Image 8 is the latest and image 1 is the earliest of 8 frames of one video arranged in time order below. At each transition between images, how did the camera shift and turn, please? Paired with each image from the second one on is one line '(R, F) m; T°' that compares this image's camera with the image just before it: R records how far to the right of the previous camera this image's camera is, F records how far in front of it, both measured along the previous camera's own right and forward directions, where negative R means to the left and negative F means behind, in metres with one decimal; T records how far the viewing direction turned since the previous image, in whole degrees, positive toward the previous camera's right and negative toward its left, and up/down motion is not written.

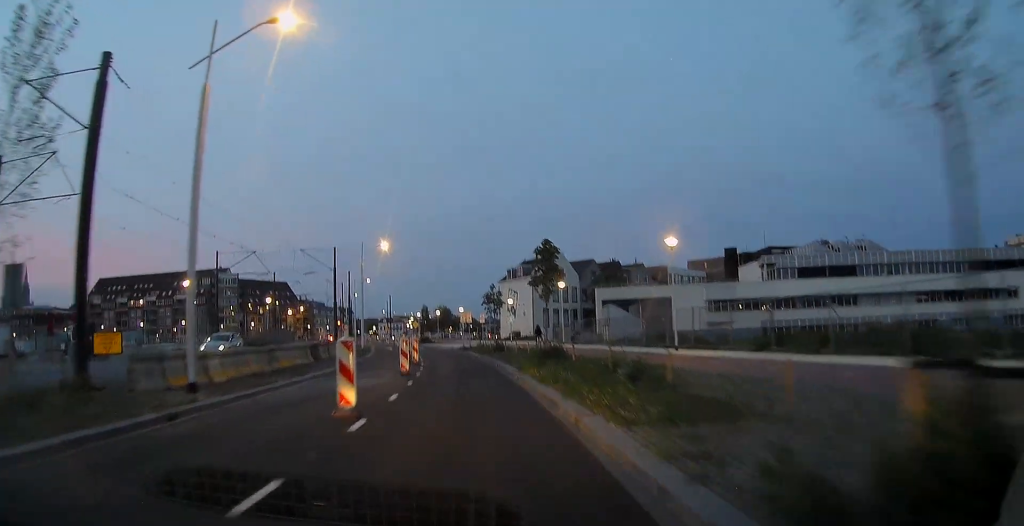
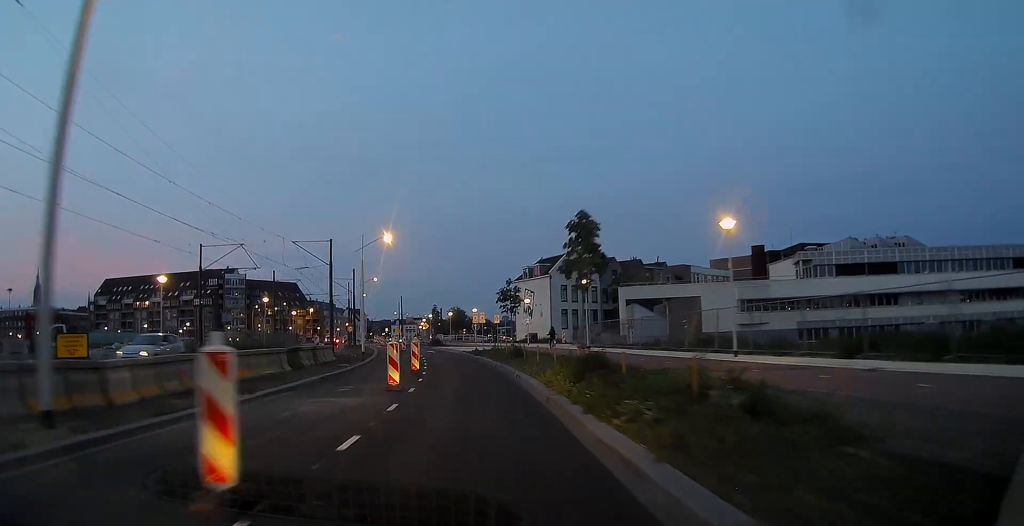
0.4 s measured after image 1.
(+0.1, +5.2) m; 0°
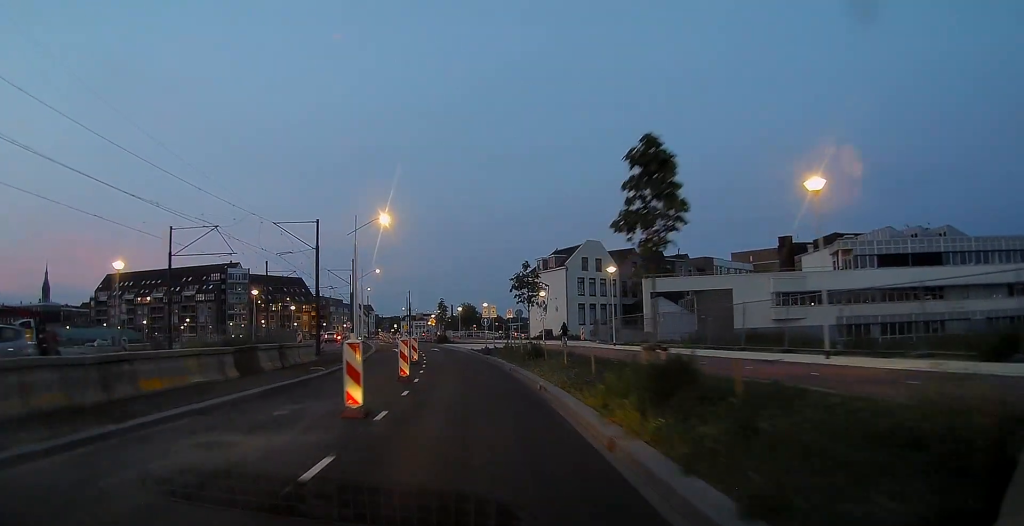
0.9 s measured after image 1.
(-0.2, +5.7) m; -3°
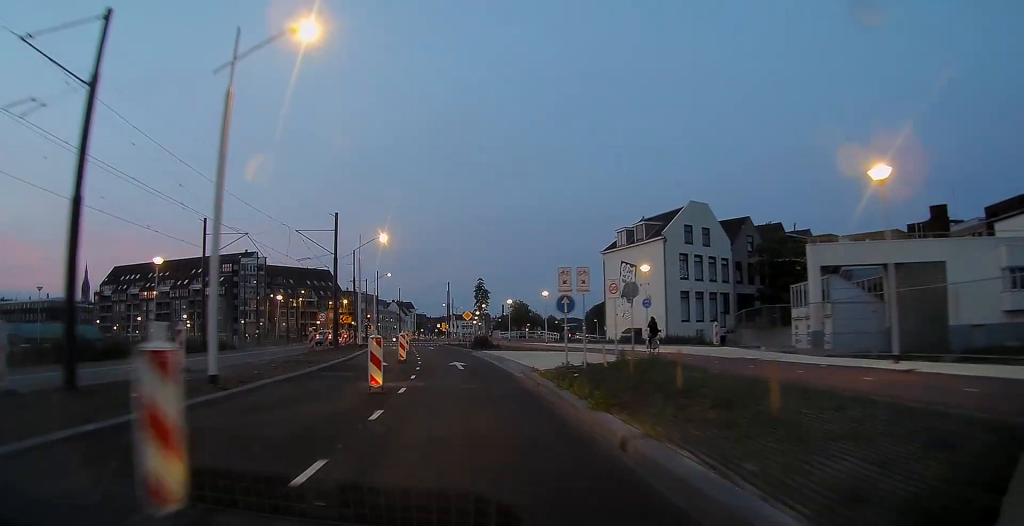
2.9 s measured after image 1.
(-1.3, +23.9) m; -4°
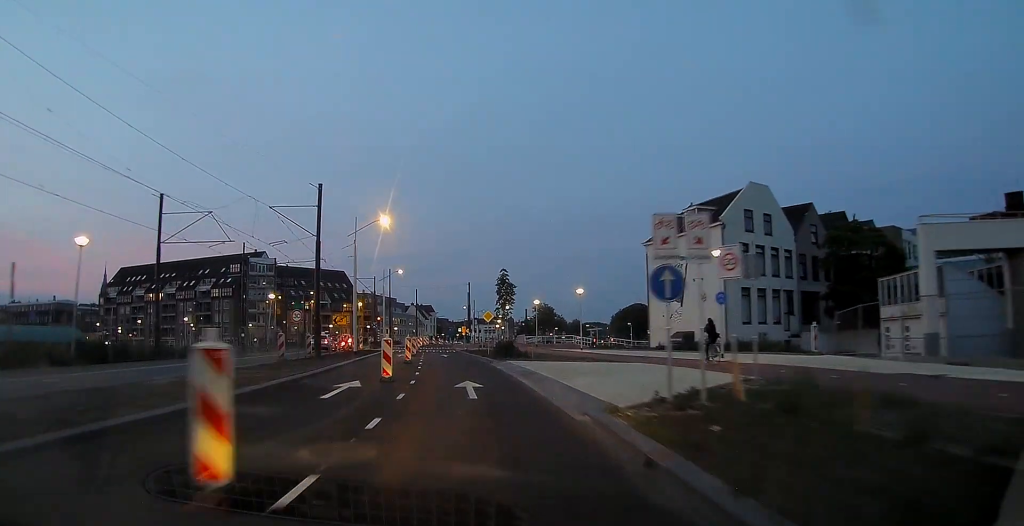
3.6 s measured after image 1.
(+0.1, +8.7) m; -1°
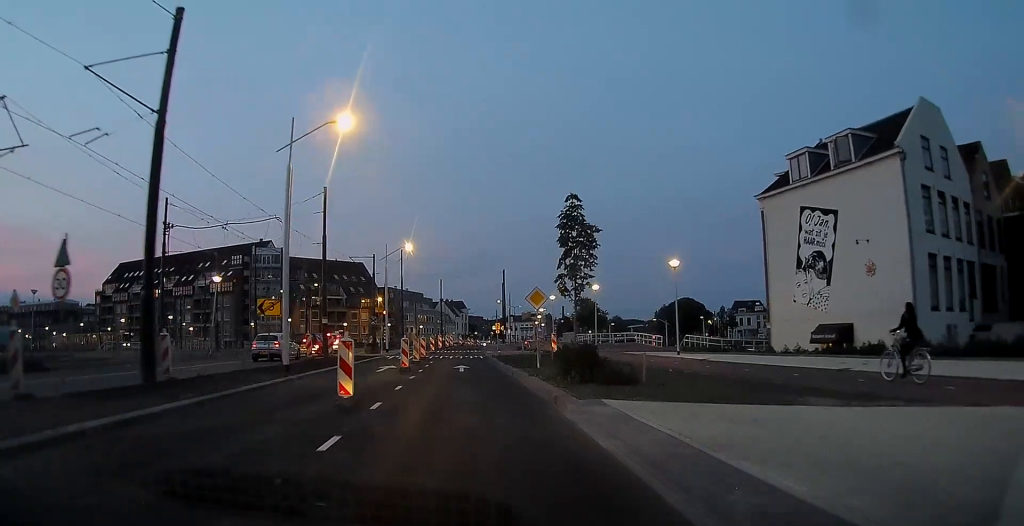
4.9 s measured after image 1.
(-0.9, +17.7) m; -5°
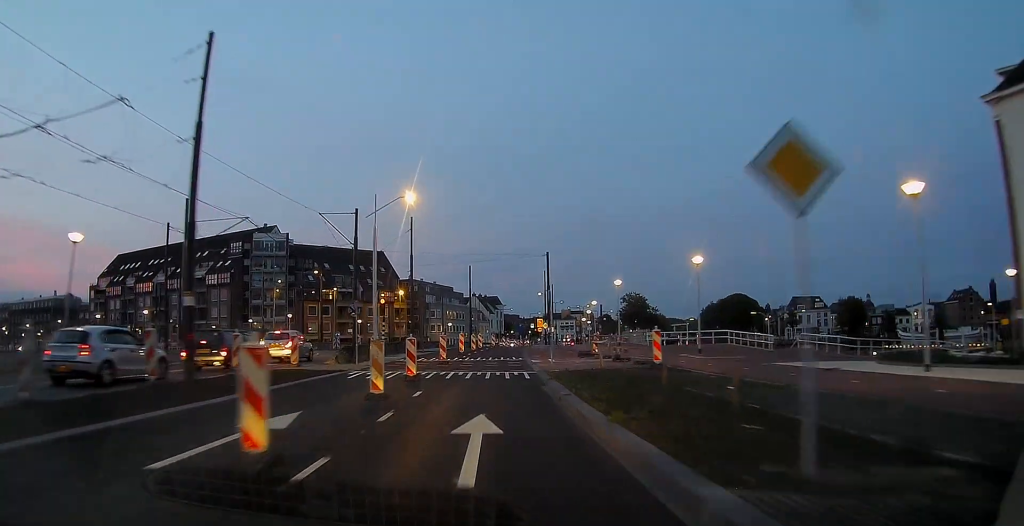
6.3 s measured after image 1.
(-0.4, +17.6) m; -3°
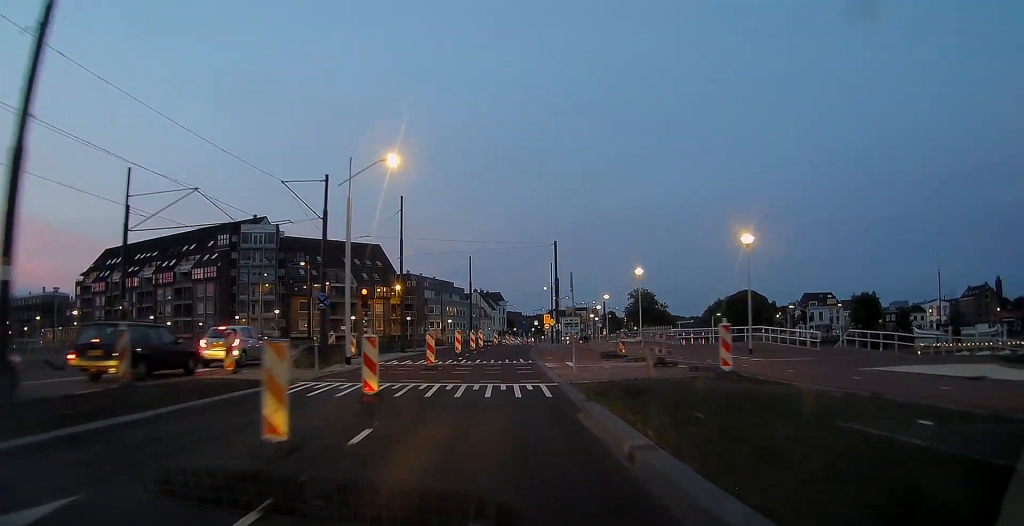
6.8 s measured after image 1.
(-0.1, +6.5) m; -1°
